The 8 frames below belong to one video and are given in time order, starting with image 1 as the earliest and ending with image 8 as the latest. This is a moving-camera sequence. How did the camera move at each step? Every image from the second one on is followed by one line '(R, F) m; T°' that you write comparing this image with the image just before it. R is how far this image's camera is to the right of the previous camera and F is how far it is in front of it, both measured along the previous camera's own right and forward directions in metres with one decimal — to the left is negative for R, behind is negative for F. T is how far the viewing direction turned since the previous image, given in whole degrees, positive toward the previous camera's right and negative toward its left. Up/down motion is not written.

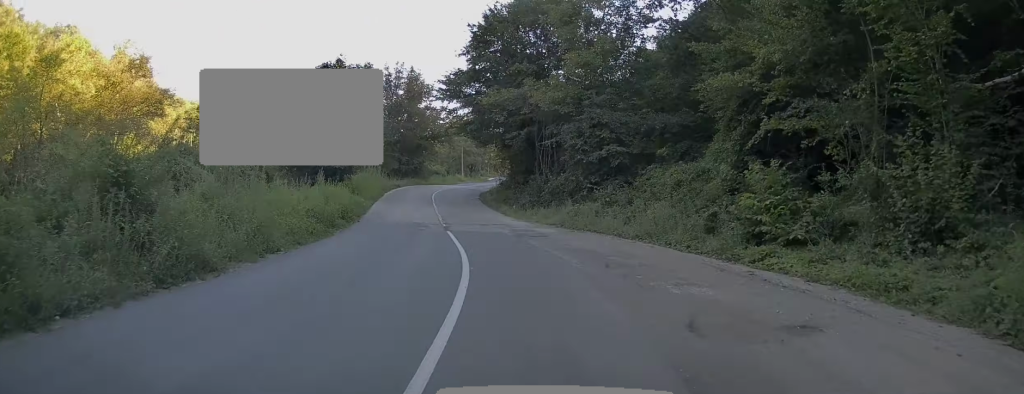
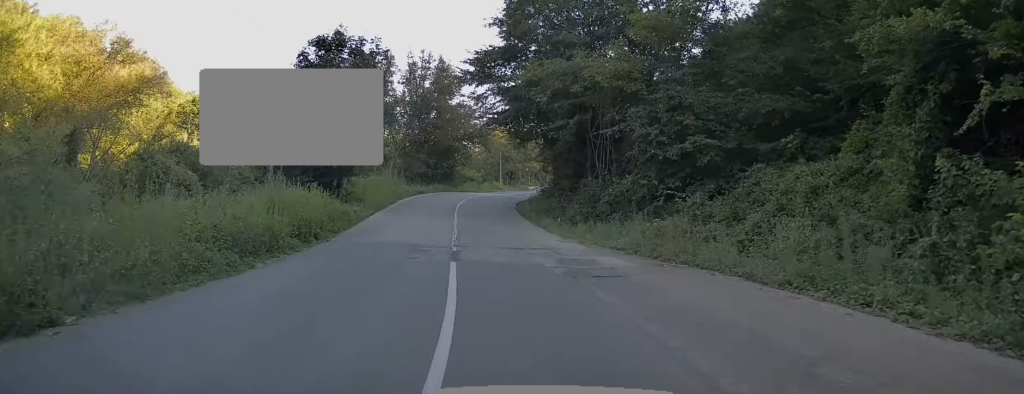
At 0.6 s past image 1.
(-0.5, +7.7) m; -4°
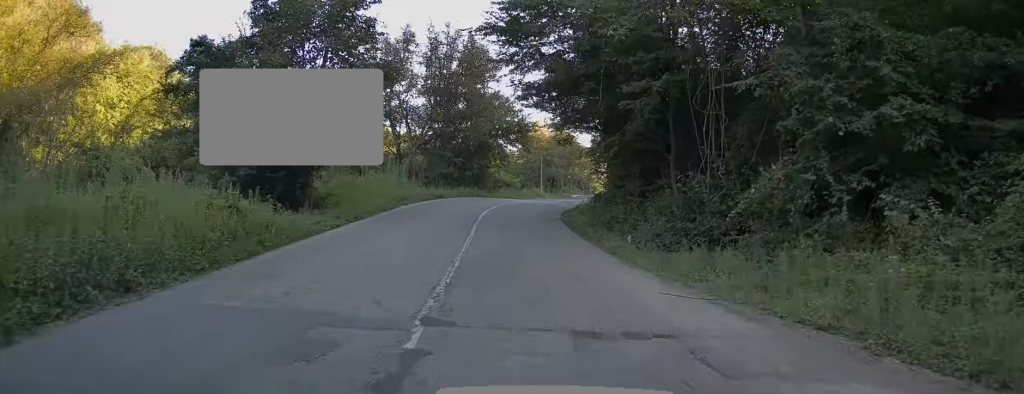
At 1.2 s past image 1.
(-0.3, +9.0) m; -4°
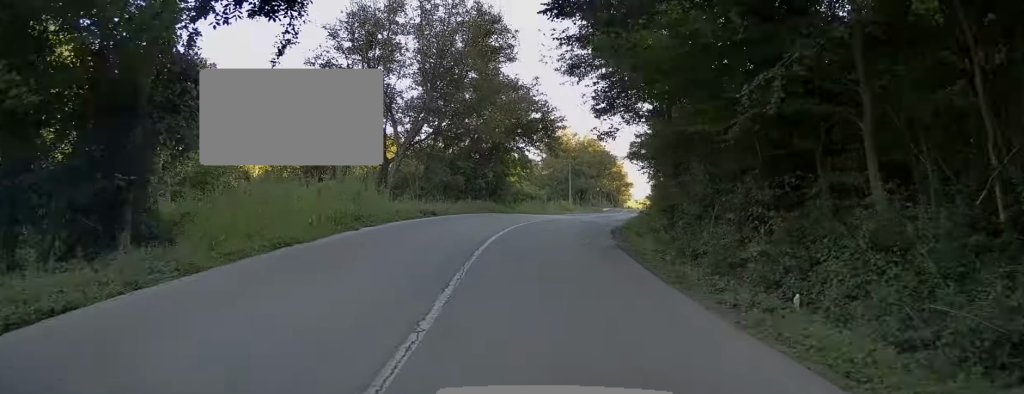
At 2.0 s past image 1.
(-0.6, +10.4) m; -1°
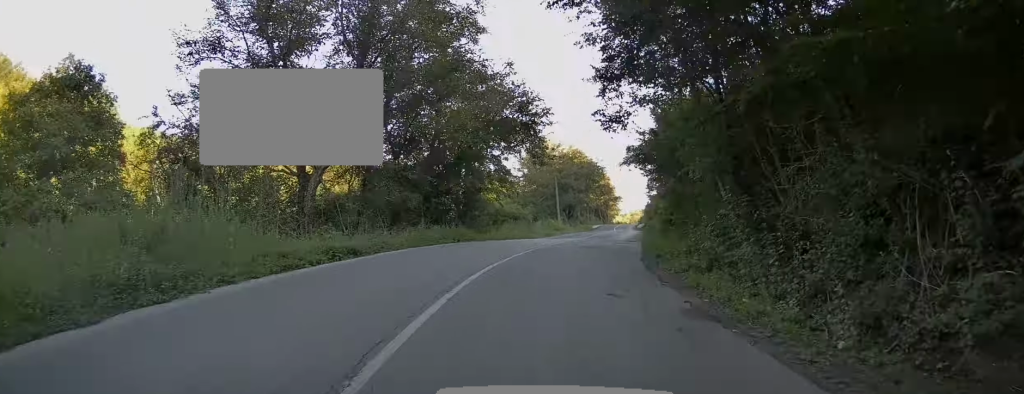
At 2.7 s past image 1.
(+0.3, +9.3) m; +2°
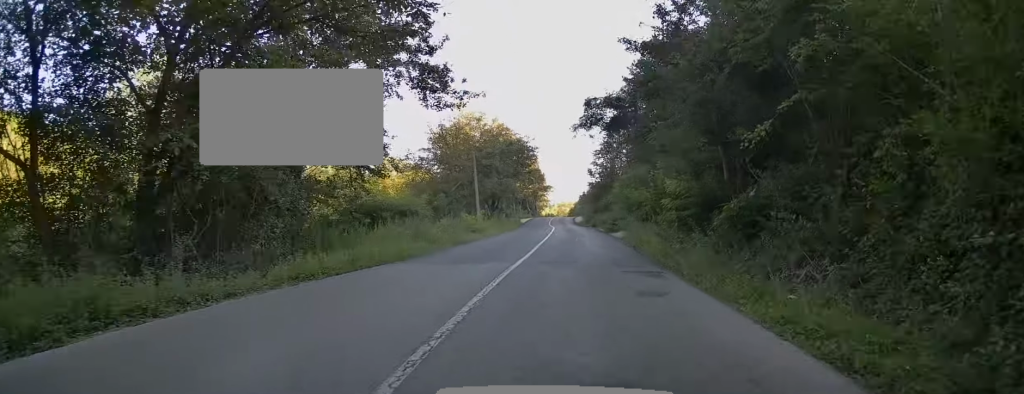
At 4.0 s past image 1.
(+0.6, +18.7) m; +5°
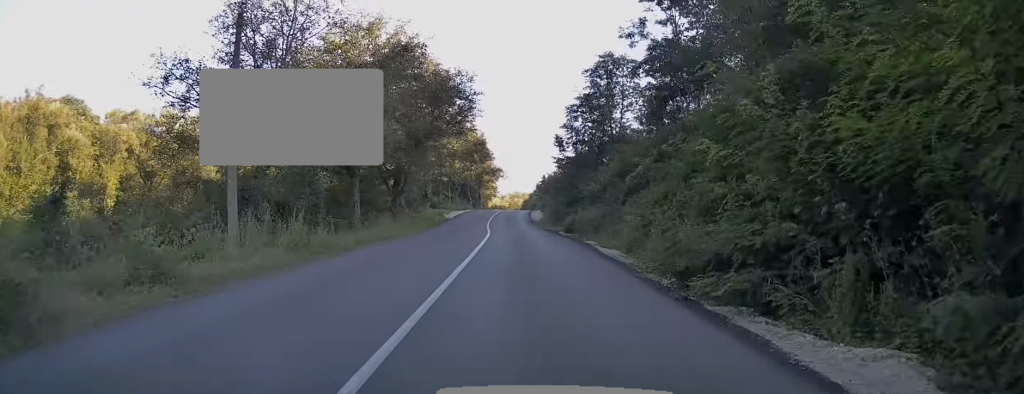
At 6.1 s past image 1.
(+1.5, +30.9) m; +4°
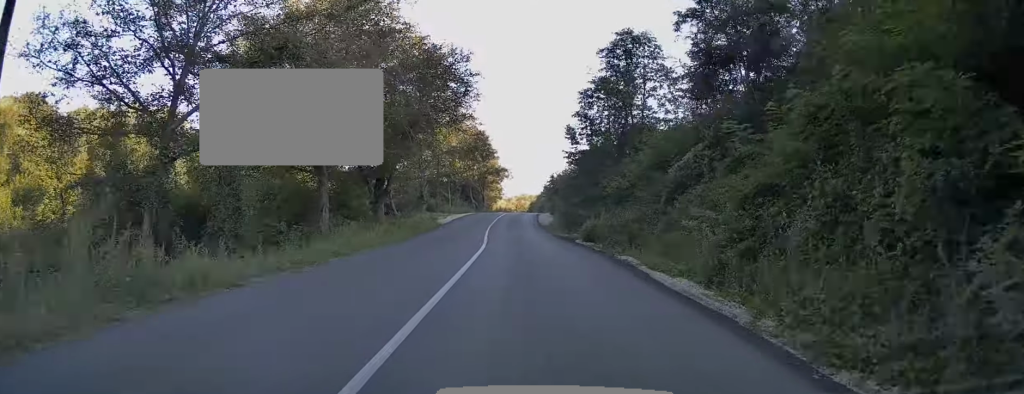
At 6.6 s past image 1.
(+0.1, +7.5) m; +1°
